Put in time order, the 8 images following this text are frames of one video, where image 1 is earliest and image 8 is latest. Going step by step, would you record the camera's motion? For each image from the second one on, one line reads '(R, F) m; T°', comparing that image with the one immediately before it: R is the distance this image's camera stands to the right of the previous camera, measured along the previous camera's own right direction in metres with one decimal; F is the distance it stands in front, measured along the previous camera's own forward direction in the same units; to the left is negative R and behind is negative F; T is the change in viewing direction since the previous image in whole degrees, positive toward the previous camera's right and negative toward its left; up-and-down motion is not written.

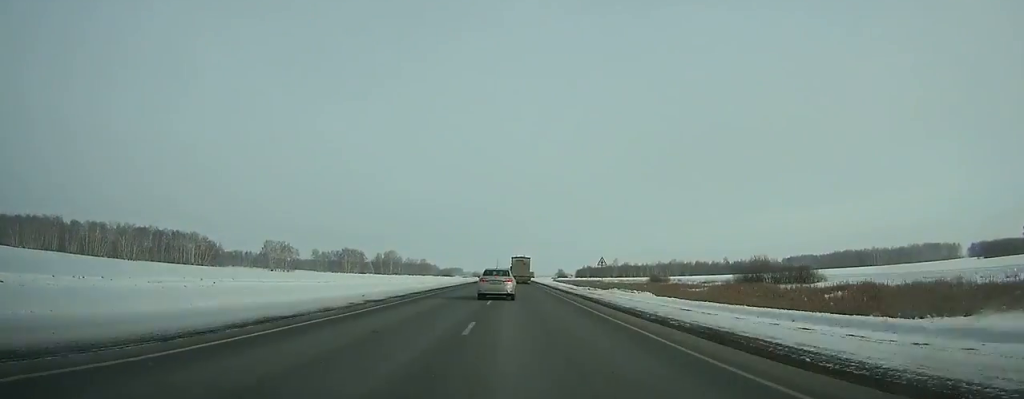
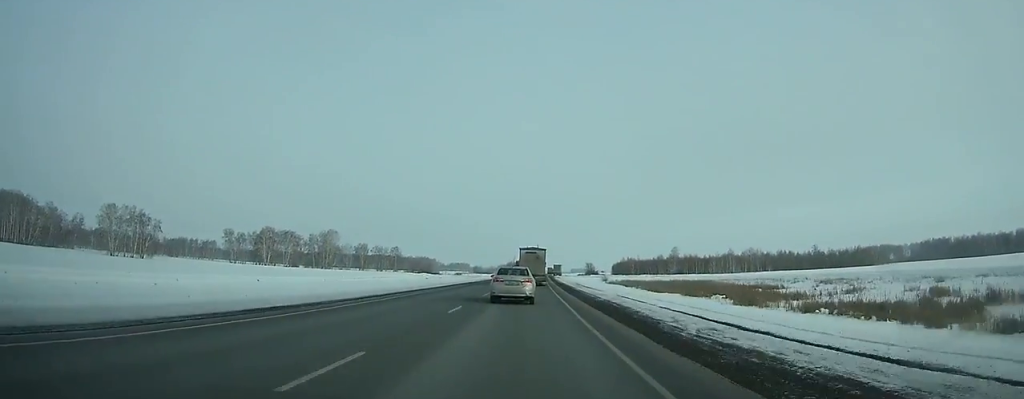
(-1.4, +161.4) m; 0°
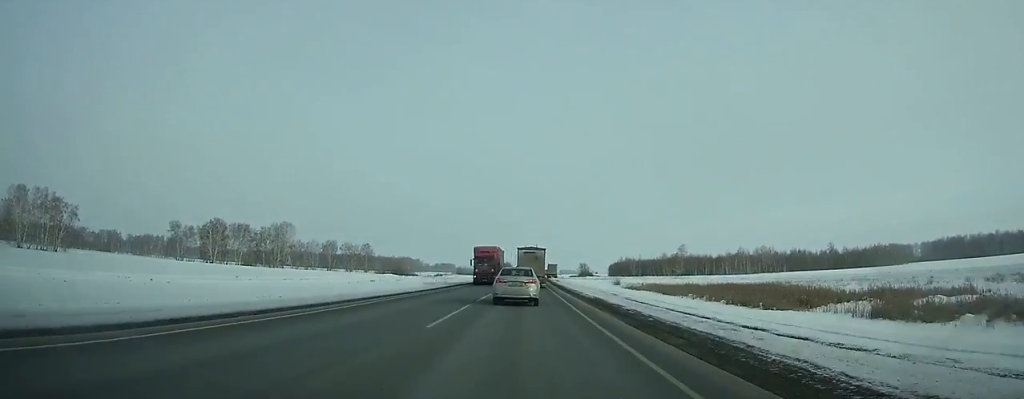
(+0.5, +39.4) m; +1°
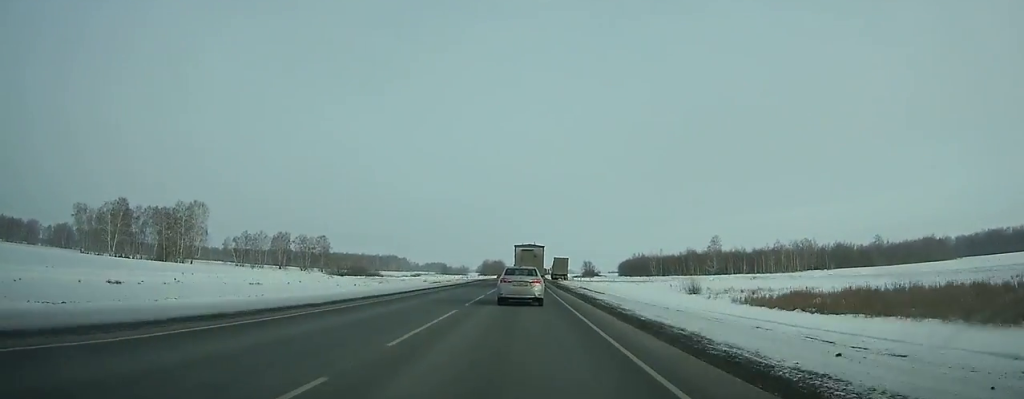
(+0.6, +63.1) m; +1°
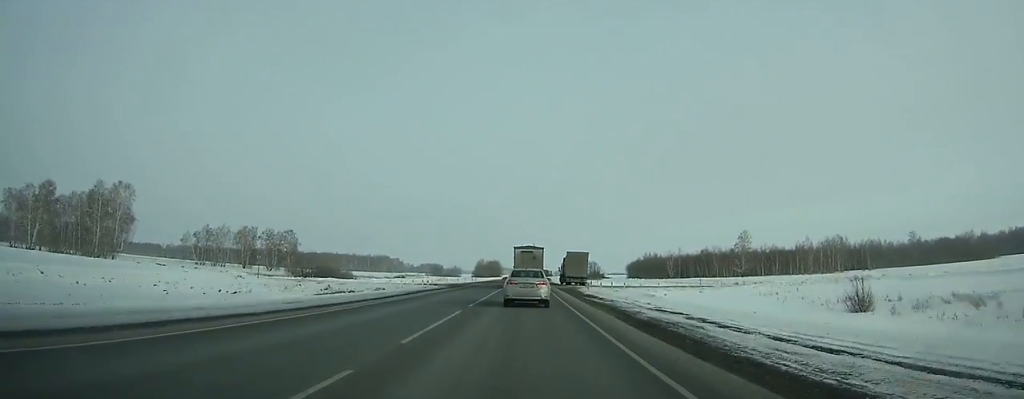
(+0.1, +35.2) m; 0°
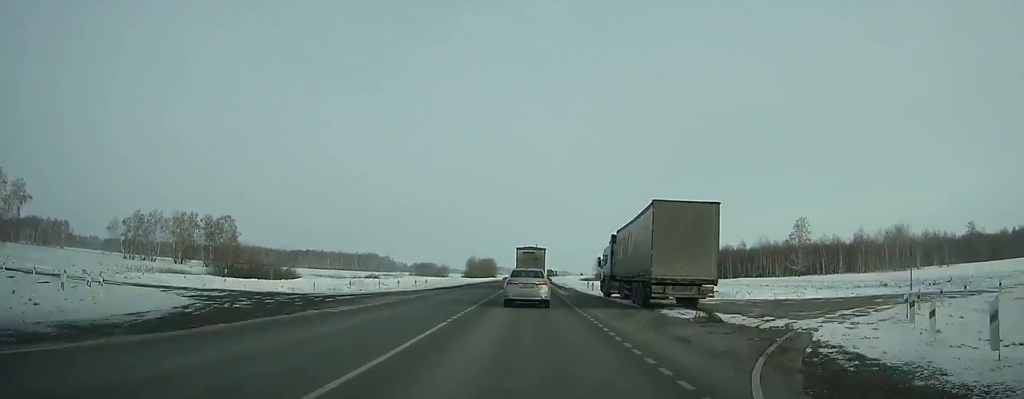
(-0.1, +46.9) m; 0°
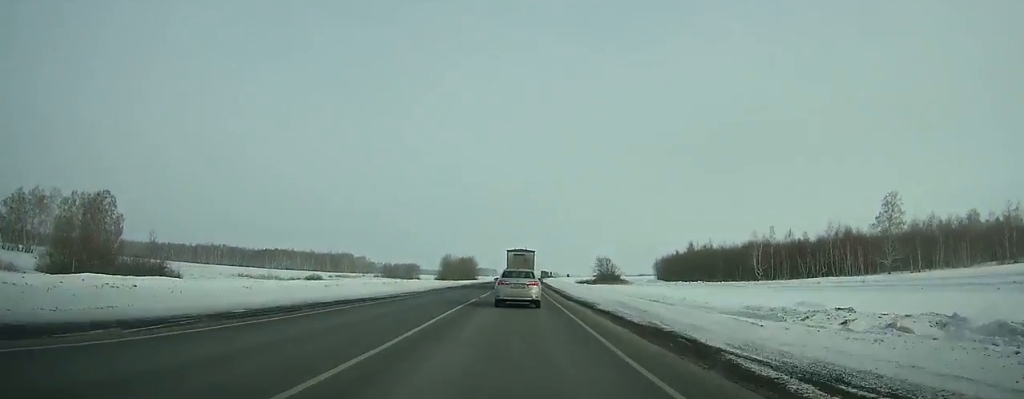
(+0.2, +52.4) m; 0°
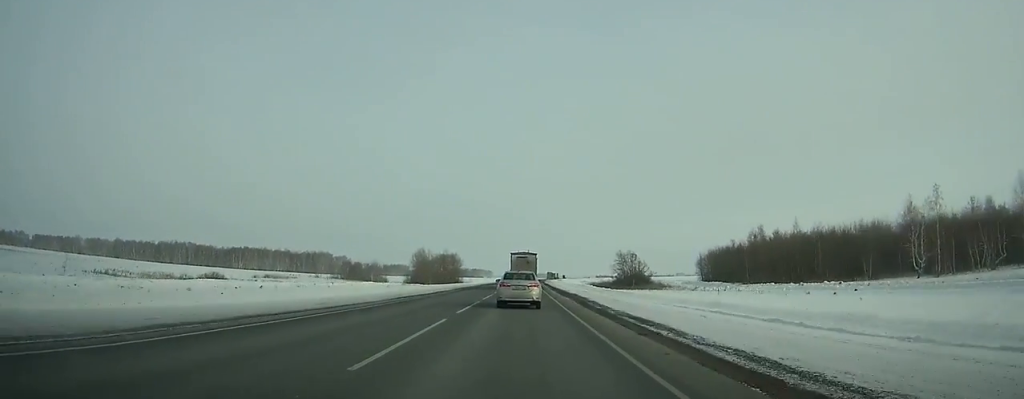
(+0.3, +60.2) m; +1°
